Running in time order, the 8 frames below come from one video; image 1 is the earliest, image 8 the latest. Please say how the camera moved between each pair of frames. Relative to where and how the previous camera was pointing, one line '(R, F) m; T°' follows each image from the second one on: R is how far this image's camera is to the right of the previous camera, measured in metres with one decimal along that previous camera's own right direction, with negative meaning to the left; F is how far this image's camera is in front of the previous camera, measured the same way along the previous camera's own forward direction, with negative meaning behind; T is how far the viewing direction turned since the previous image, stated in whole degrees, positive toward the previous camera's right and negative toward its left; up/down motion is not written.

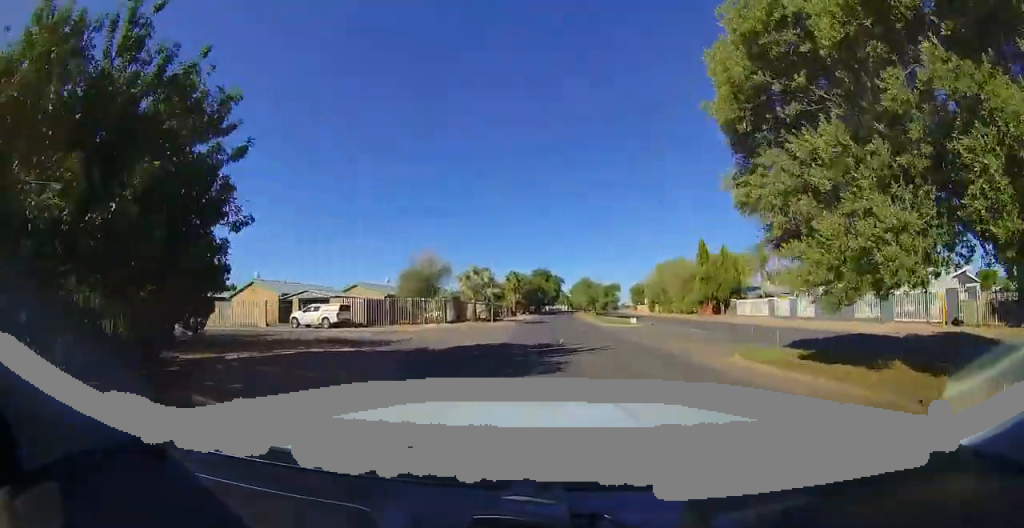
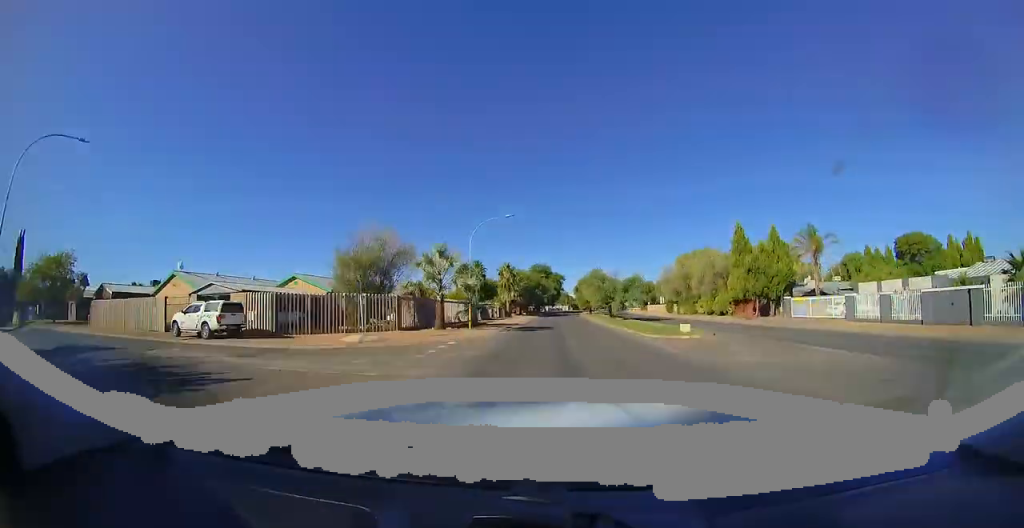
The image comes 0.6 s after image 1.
(+0.3, +10.1) m; +1°
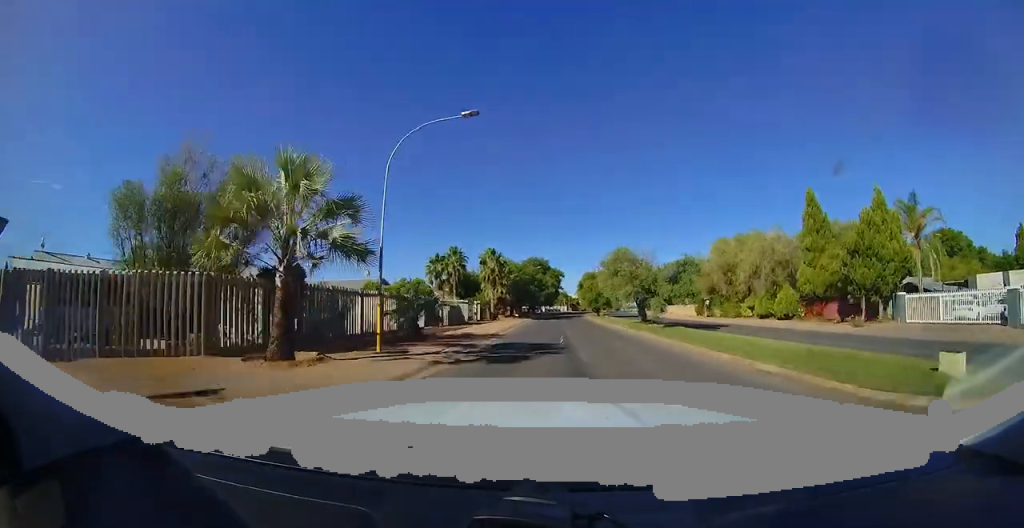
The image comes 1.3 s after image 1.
(+0.1, +13.0) m; +1°
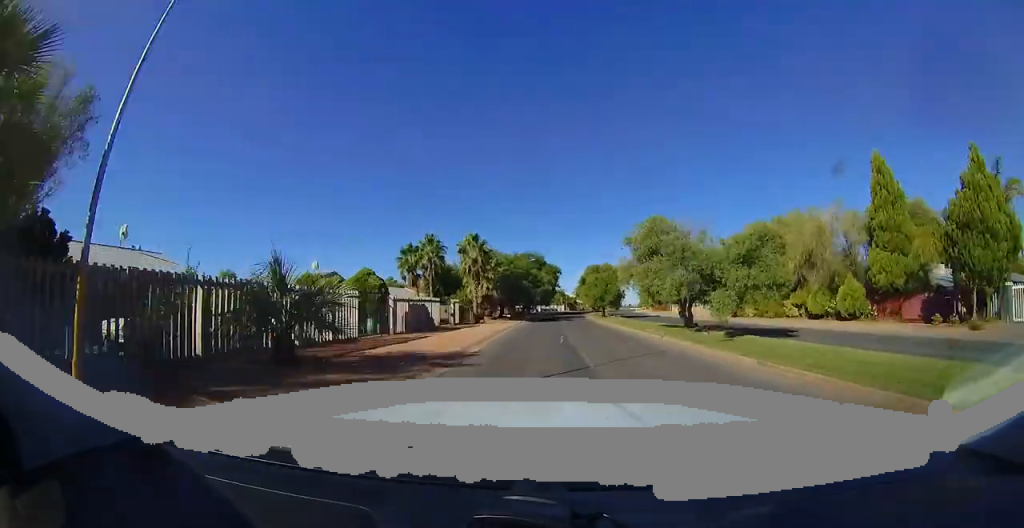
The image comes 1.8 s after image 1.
(0.0, +8.2) m; 0°
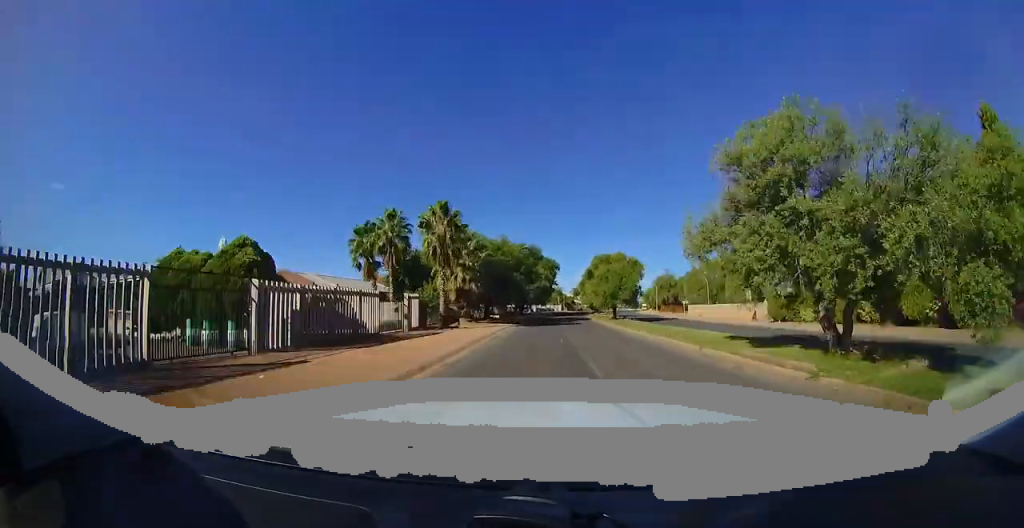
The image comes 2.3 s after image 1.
(0.0, +9.4) m; 0°
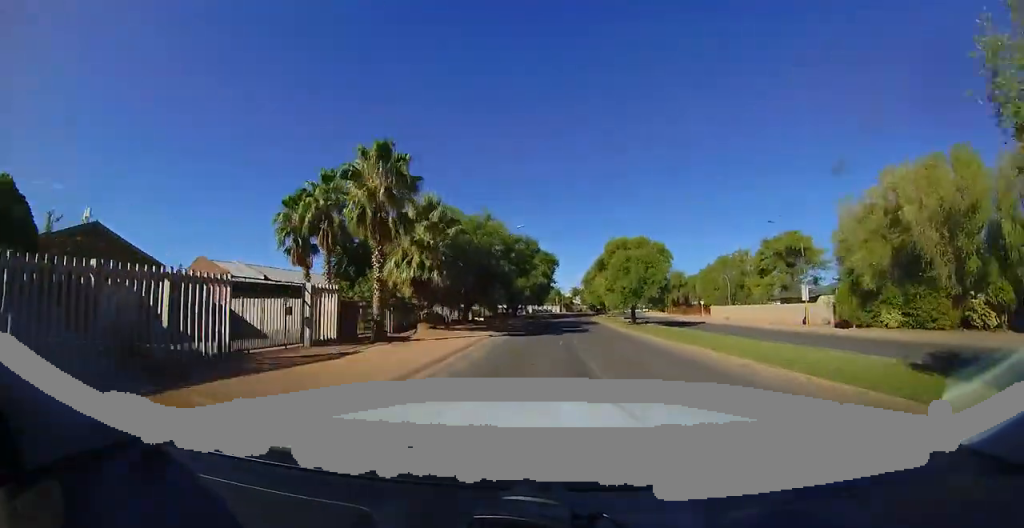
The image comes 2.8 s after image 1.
(0.0, +8.8) m; 0°
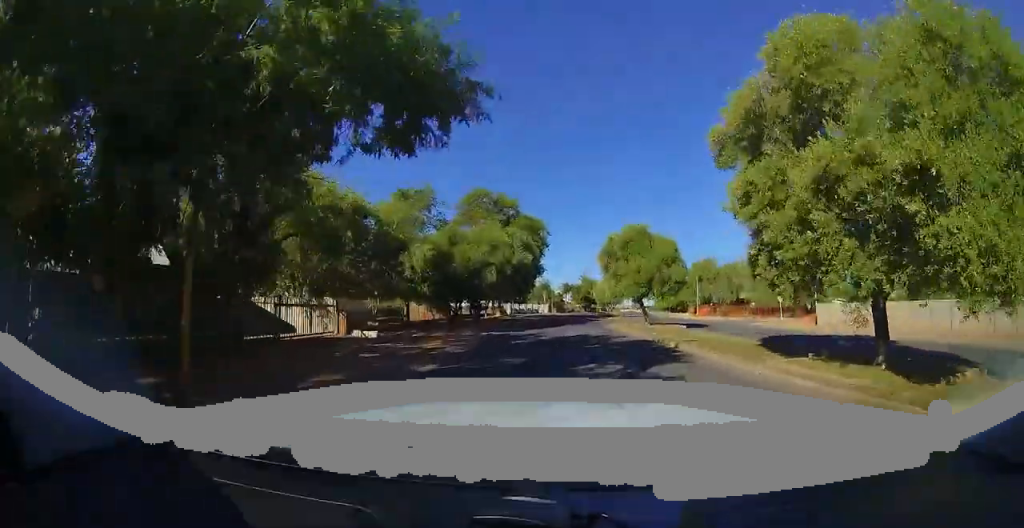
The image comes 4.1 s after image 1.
(0.0, +22.9) m; +2°
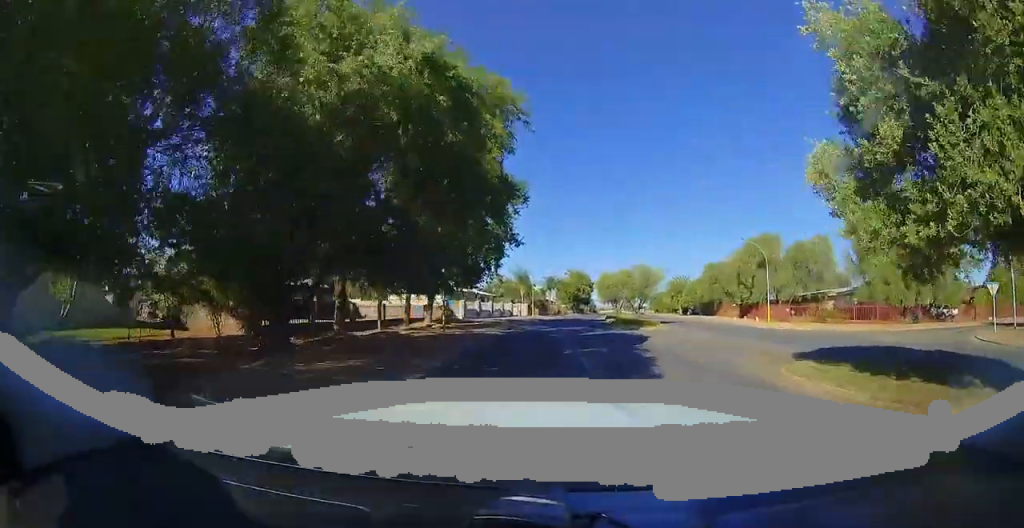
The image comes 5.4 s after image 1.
(+1.7, +23.2) m; +10°
